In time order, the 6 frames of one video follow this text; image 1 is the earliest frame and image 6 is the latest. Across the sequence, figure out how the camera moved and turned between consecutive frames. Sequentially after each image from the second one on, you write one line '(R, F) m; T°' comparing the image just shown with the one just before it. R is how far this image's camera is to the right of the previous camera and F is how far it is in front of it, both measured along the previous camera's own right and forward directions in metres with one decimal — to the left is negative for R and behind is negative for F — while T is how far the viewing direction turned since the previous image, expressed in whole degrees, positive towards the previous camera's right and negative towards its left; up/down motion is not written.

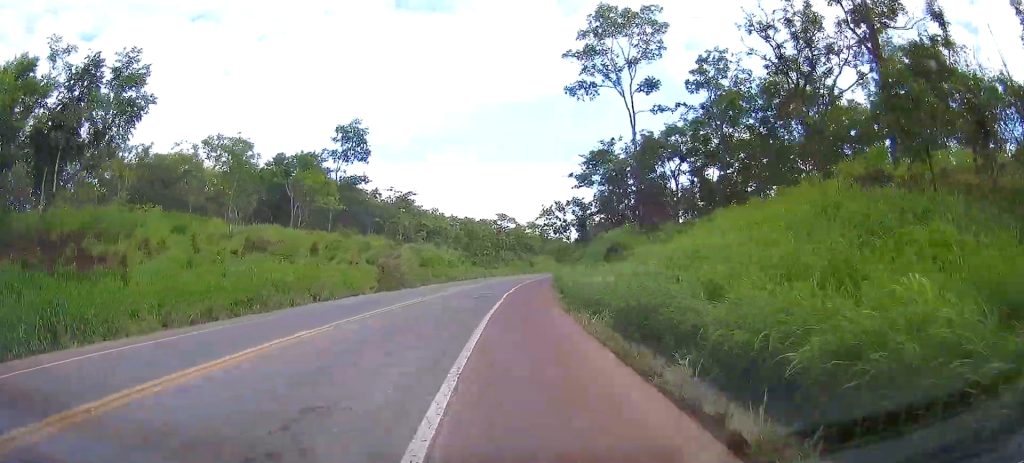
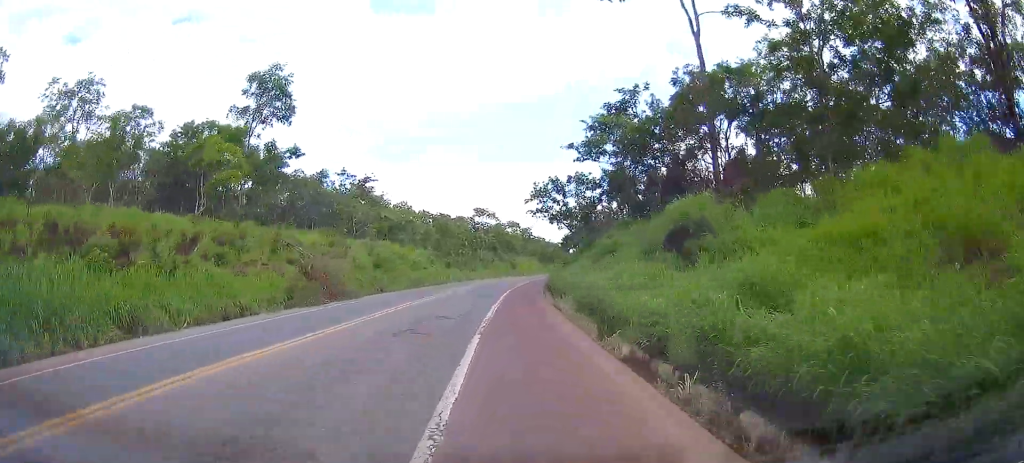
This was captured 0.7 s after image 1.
(+0.3, +15.4) m; +1°
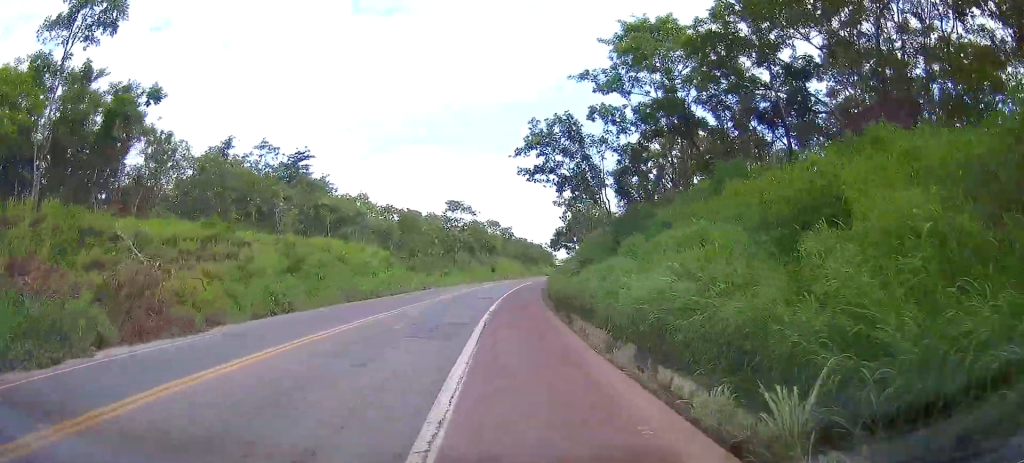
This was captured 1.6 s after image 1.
(0.0, +17.6) m; +3°
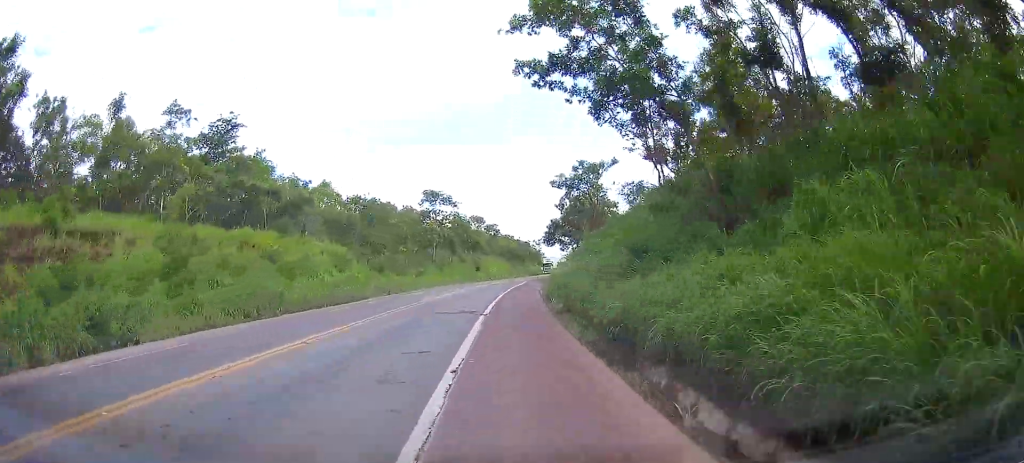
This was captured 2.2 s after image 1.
(+0.4, +12.7) m; +2°
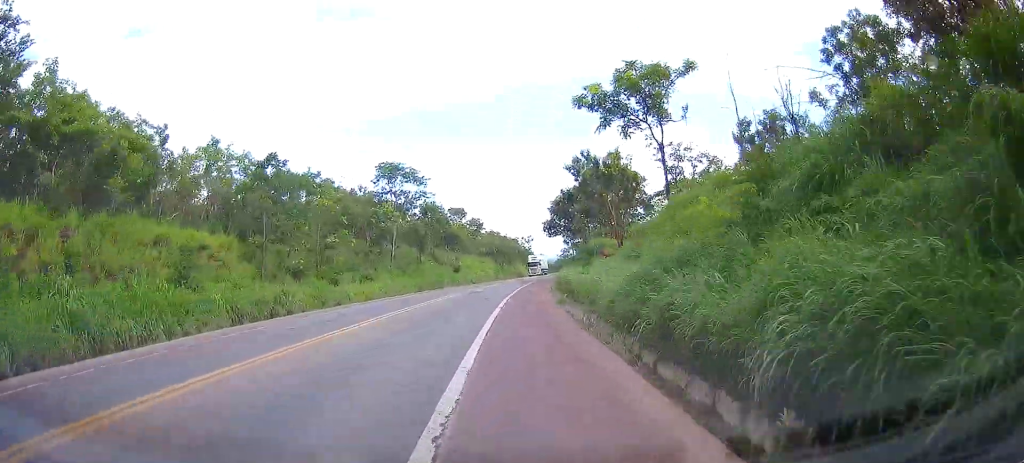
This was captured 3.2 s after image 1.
(+0.7, +22.7) m; +2°
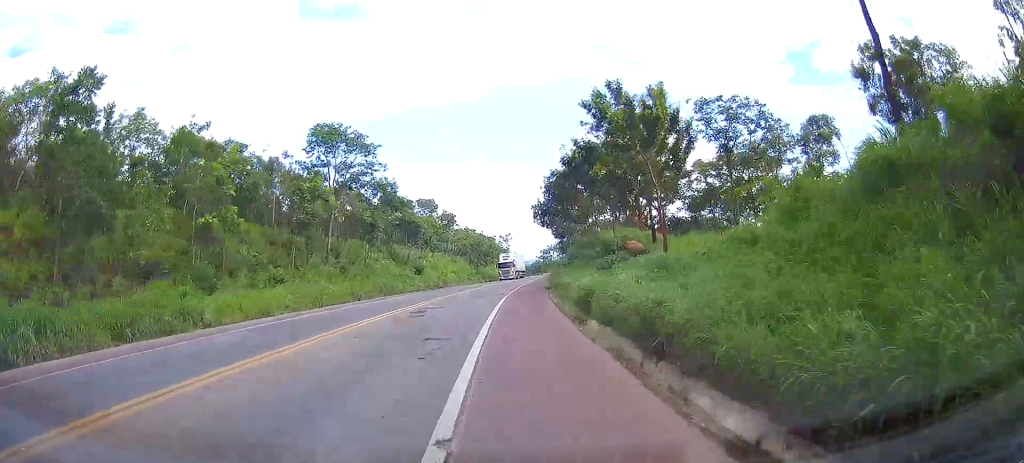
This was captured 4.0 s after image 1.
(0.0, +16.7) m; +1°
